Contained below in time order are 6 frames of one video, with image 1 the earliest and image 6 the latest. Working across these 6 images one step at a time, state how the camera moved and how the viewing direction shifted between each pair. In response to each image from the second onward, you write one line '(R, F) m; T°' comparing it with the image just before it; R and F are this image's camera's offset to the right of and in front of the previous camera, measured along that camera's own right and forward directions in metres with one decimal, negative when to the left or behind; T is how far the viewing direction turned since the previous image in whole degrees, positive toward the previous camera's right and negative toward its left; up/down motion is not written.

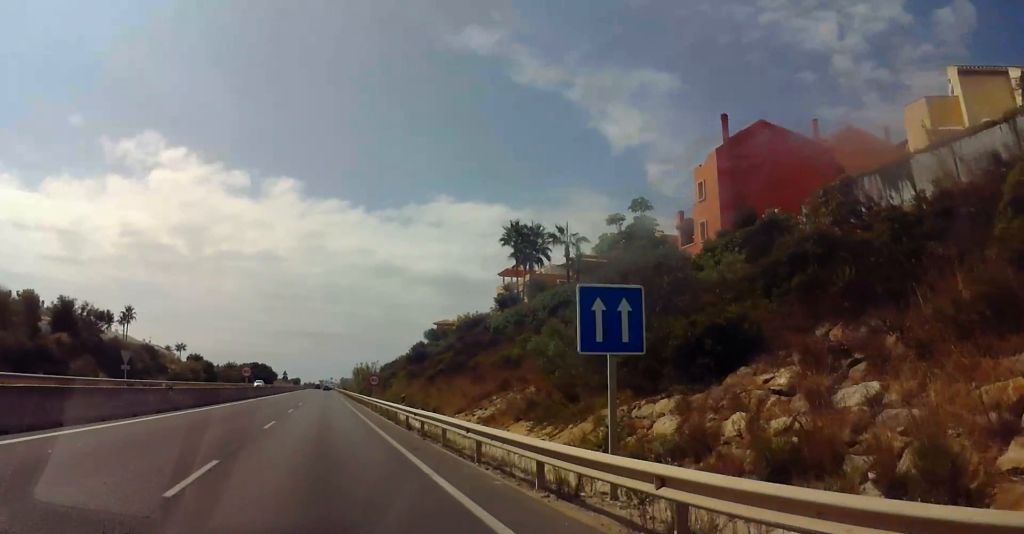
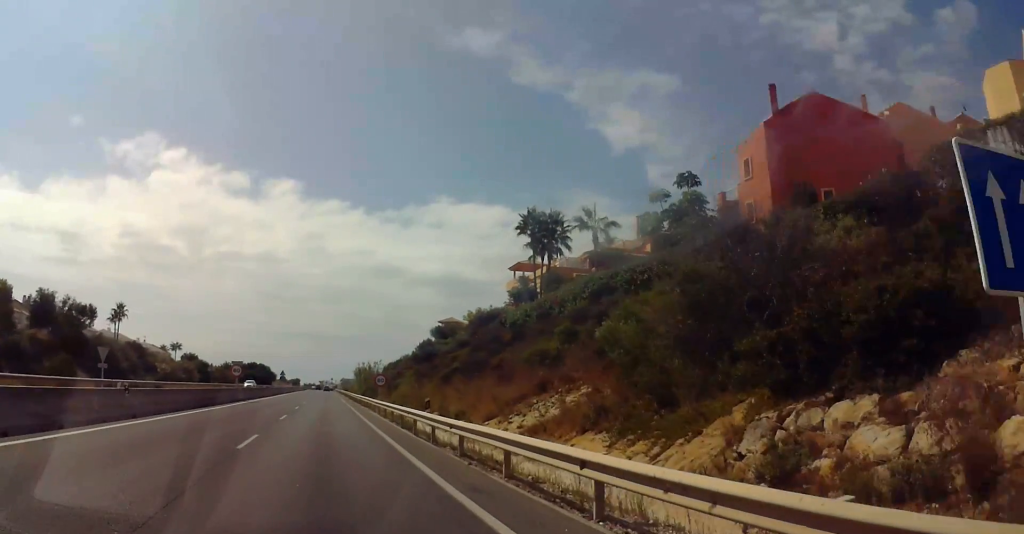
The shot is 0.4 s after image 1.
(0.0, +6.2) m; 0°
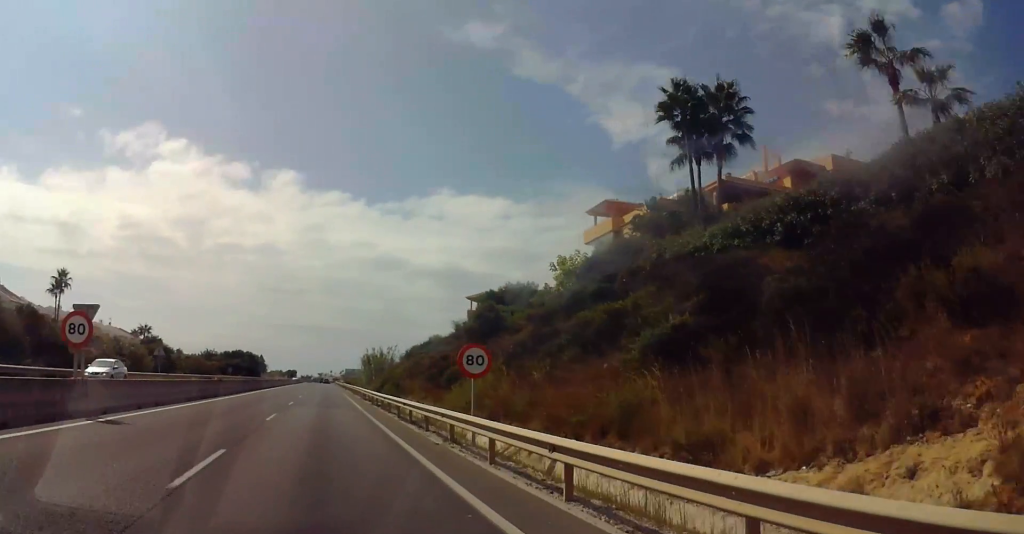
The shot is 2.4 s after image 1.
(-0.2, +31.2) m; 0°
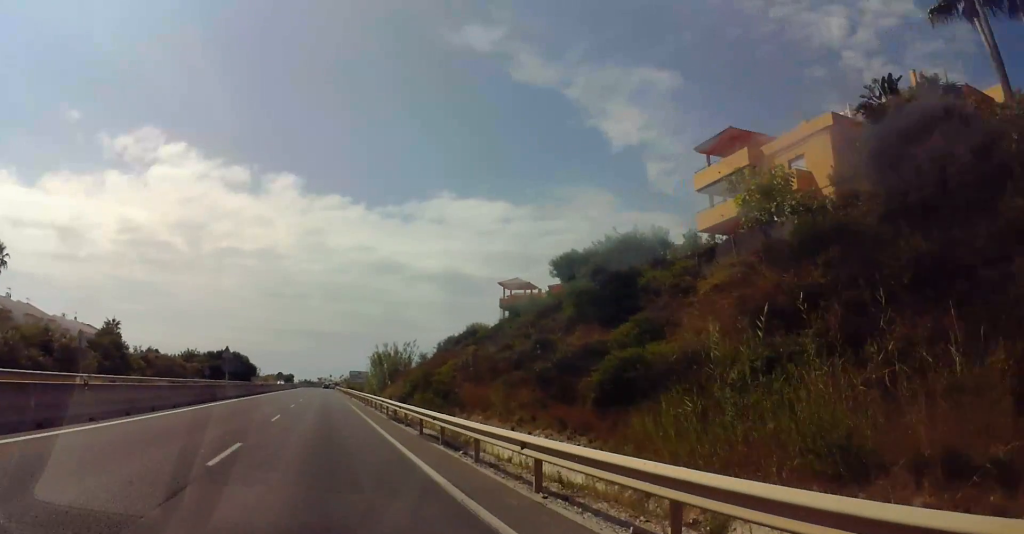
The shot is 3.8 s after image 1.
(+0.5, +22.9) m; +1°
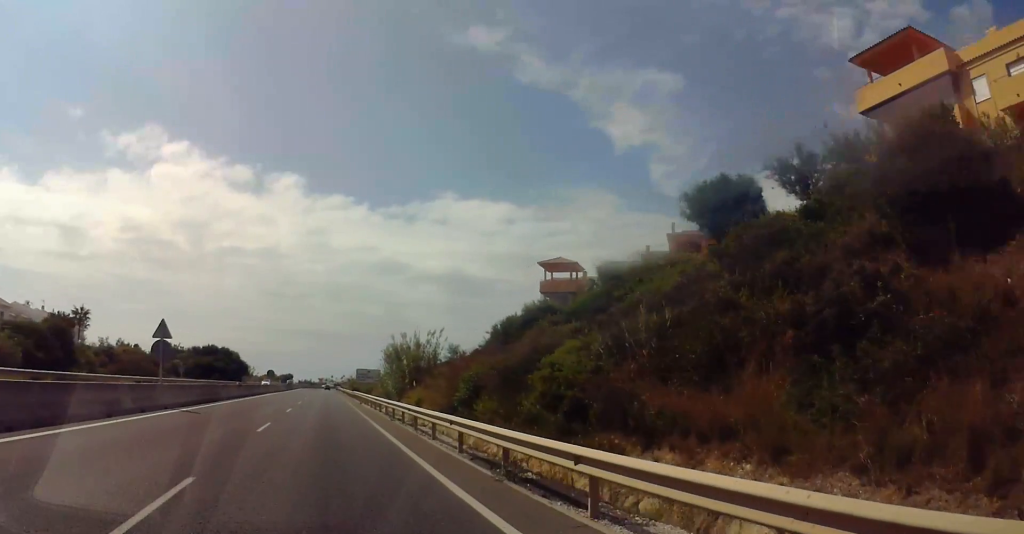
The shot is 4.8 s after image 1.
(-0.4, +17.7) m; -2°
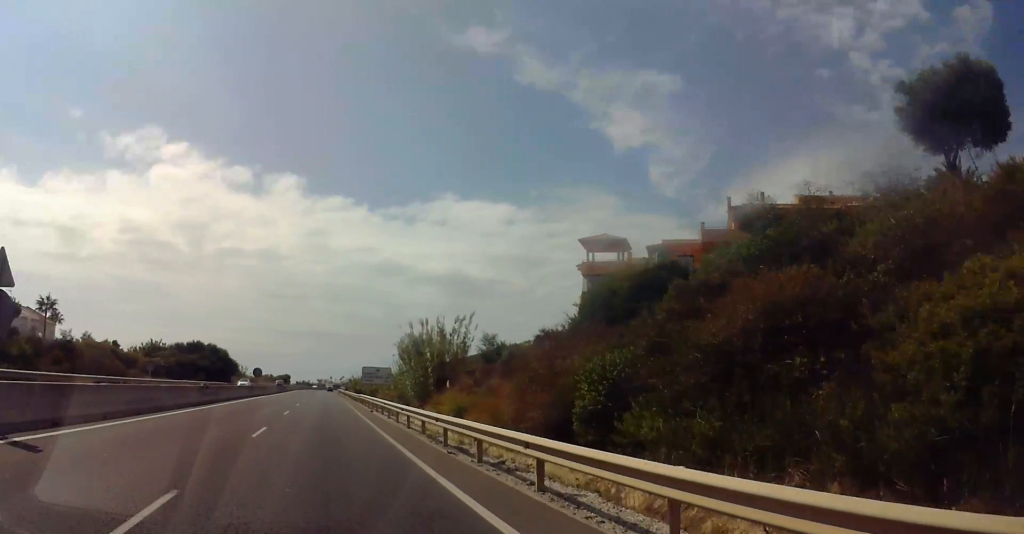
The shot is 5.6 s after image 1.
(-0.1, +14.0) m; 0°
